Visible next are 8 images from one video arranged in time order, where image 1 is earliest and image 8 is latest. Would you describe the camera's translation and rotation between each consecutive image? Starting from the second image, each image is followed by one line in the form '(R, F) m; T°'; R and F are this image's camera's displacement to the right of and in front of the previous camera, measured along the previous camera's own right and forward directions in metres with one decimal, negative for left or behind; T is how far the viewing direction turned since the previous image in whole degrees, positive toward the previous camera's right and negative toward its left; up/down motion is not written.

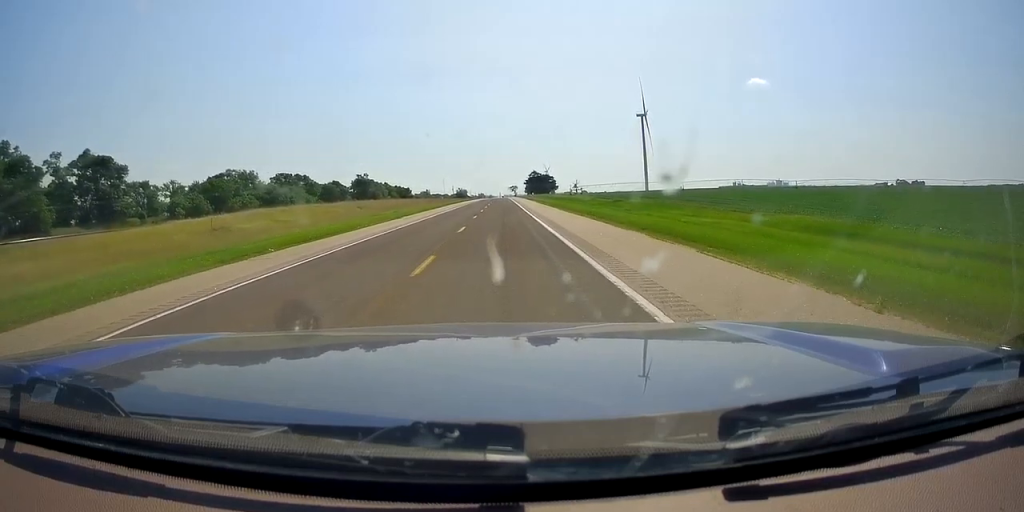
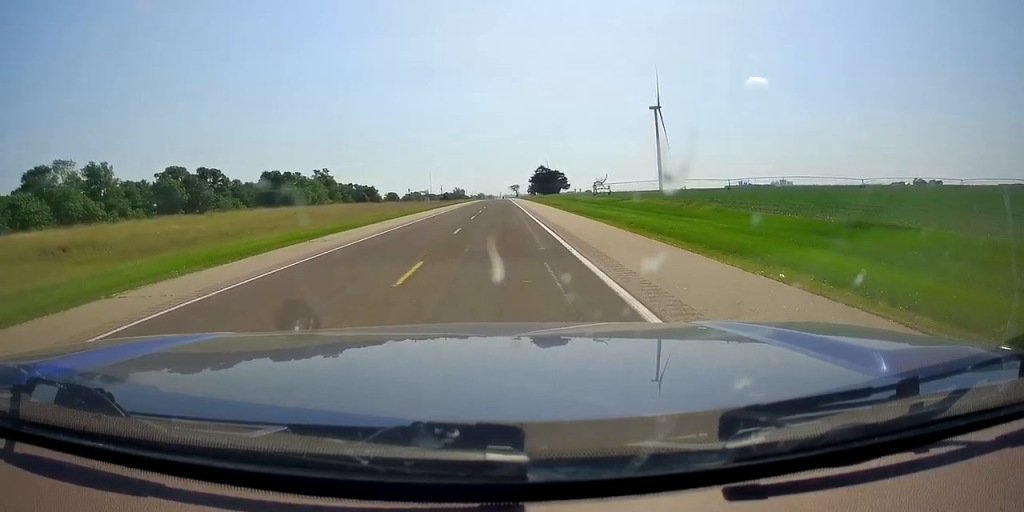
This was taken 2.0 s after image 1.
(+0.1, +62.3) m; 0°
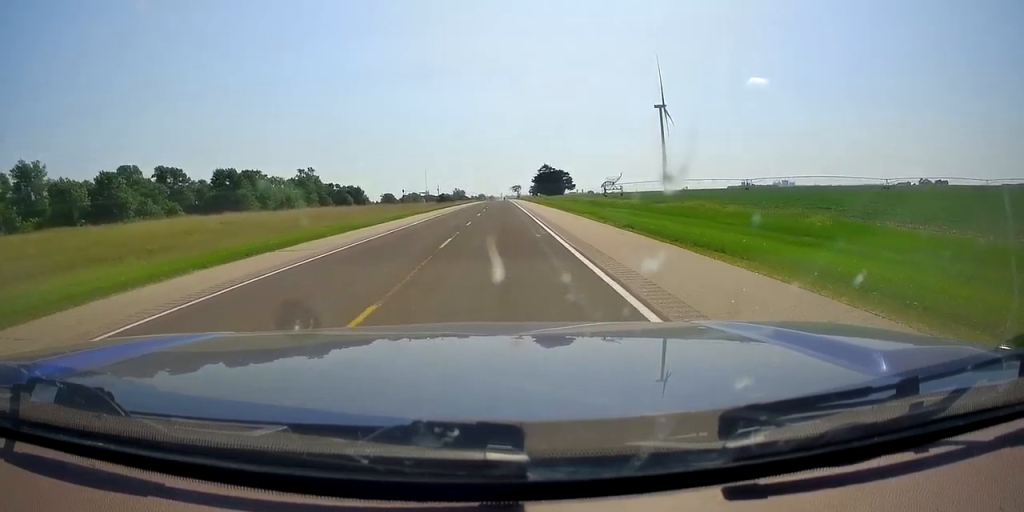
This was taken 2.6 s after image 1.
(0.0, +17.5) m; 0°
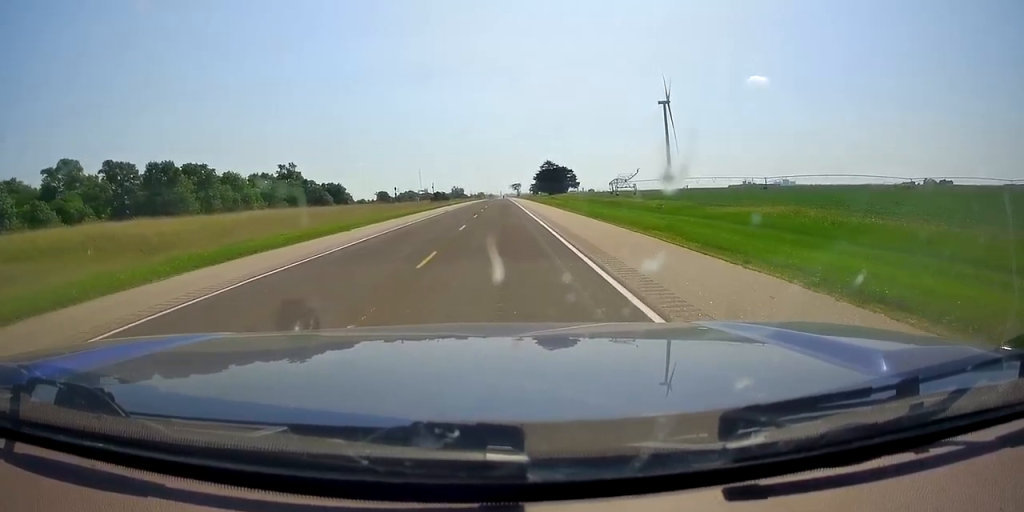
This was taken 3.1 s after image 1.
(0.0, +16.9) m; 0°
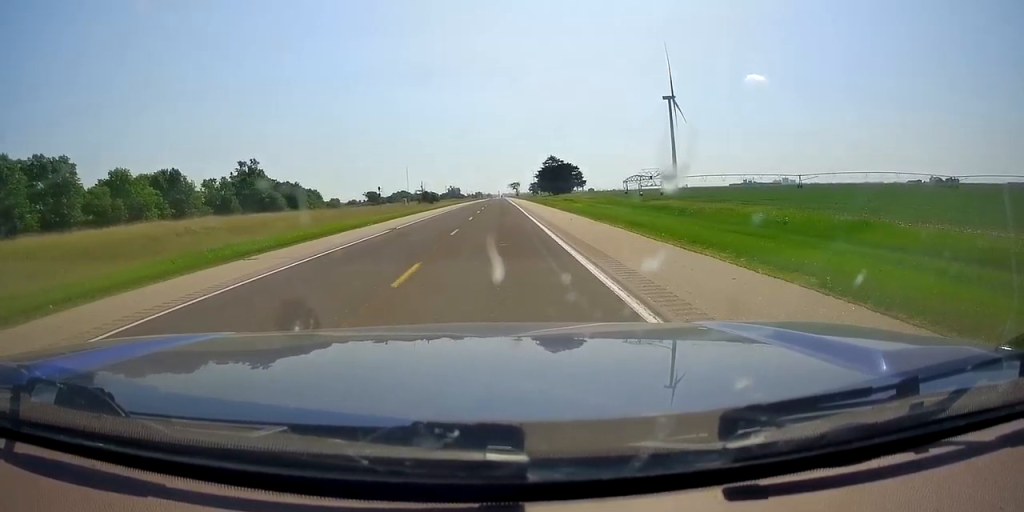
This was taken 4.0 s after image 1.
(0.0, +26.7) m; -1°
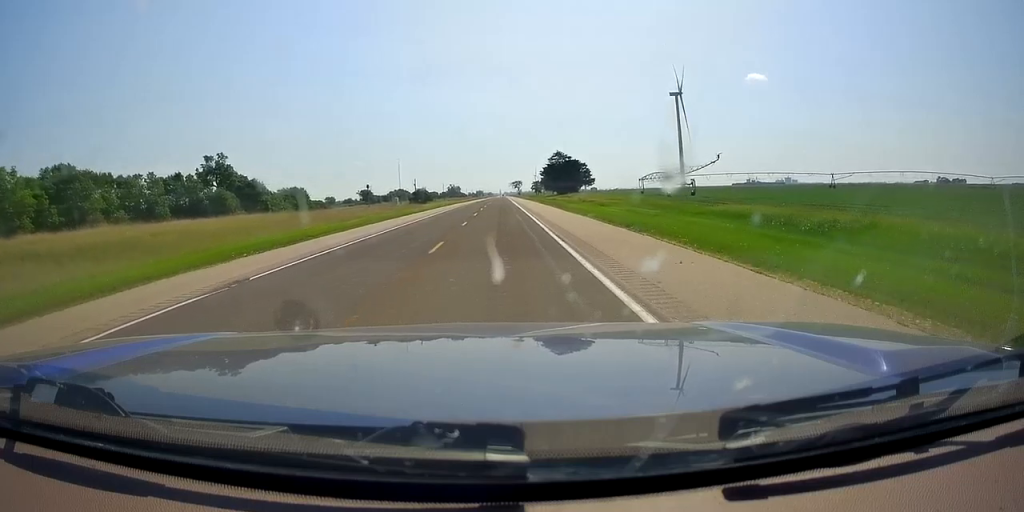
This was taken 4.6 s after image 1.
(-0.1, +19.0) m; 0°
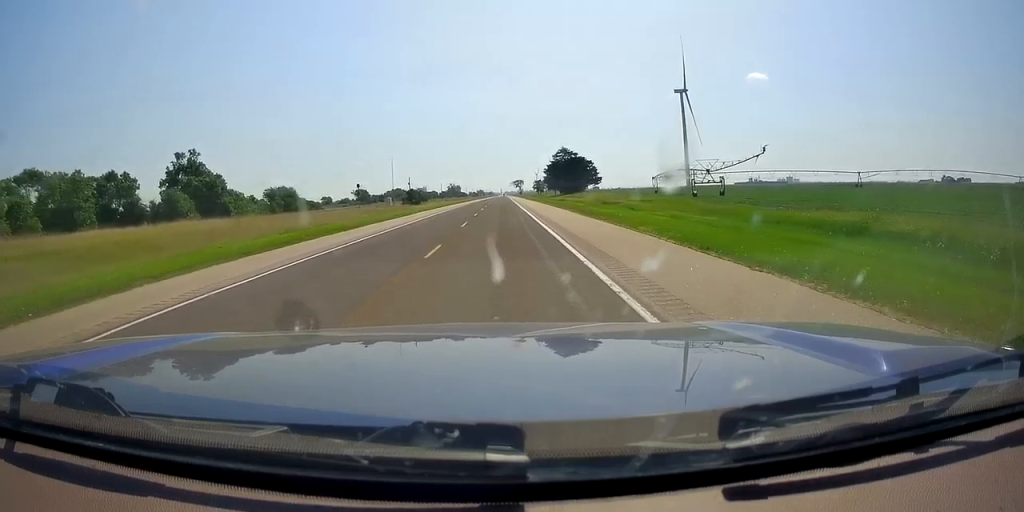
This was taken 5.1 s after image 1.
(-0.2, +13.4) m; 0°
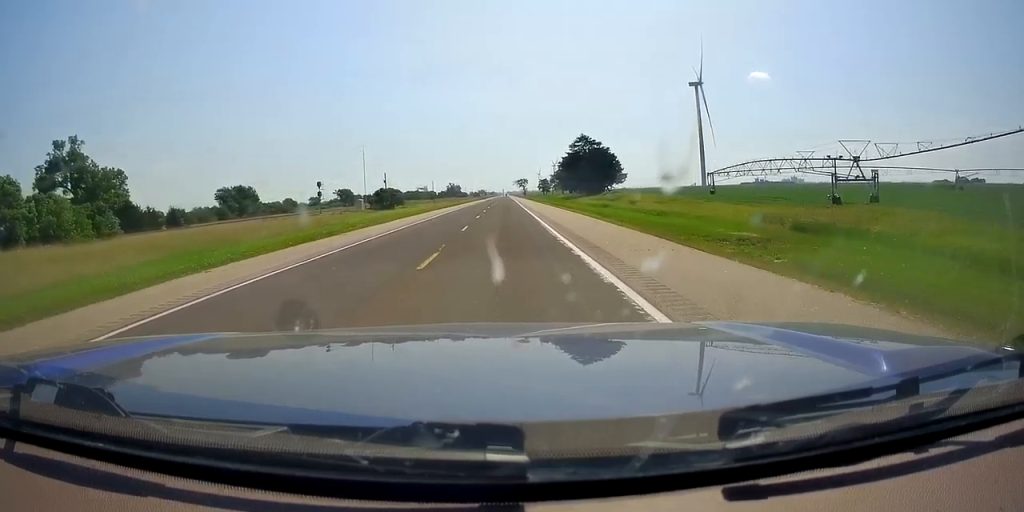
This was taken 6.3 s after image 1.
(+0.3, +38.3) m; 0°
